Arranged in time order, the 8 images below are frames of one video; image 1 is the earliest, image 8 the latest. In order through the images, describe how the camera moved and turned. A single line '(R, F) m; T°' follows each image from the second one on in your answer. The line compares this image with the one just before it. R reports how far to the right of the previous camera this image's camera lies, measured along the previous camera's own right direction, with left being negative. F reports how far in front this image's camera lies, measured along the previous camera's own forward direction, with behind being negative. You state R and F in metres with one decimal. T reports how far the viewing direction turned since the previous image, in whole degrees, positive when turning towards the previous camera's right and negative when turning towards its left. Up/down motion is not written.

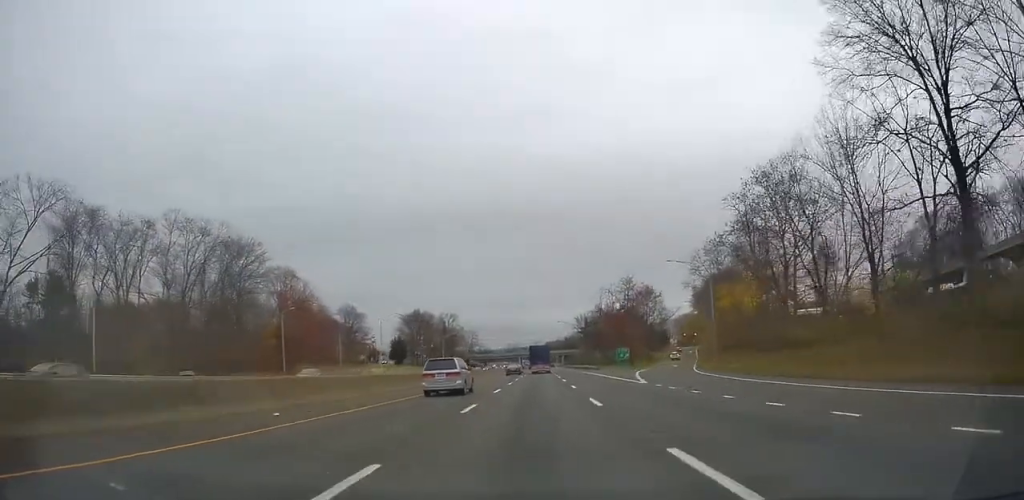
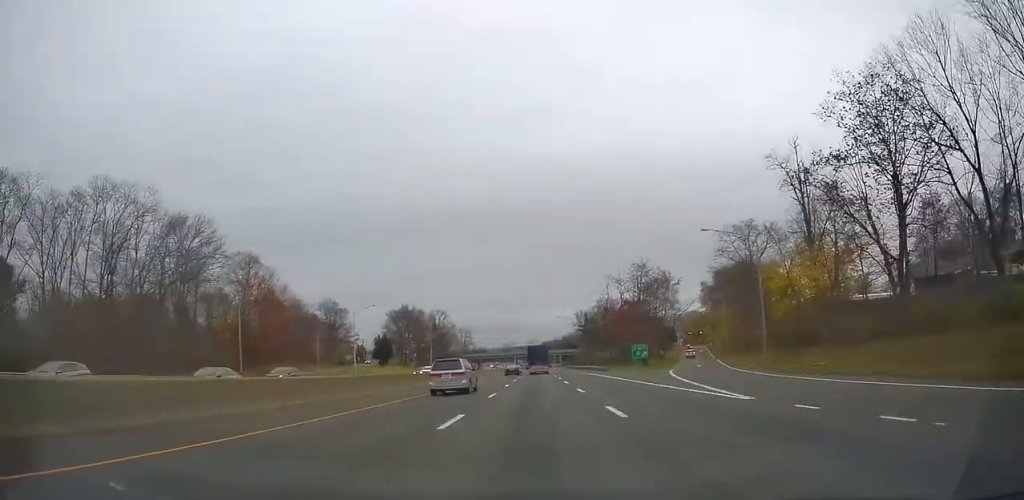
(+0.3, +16.5) m; 0°
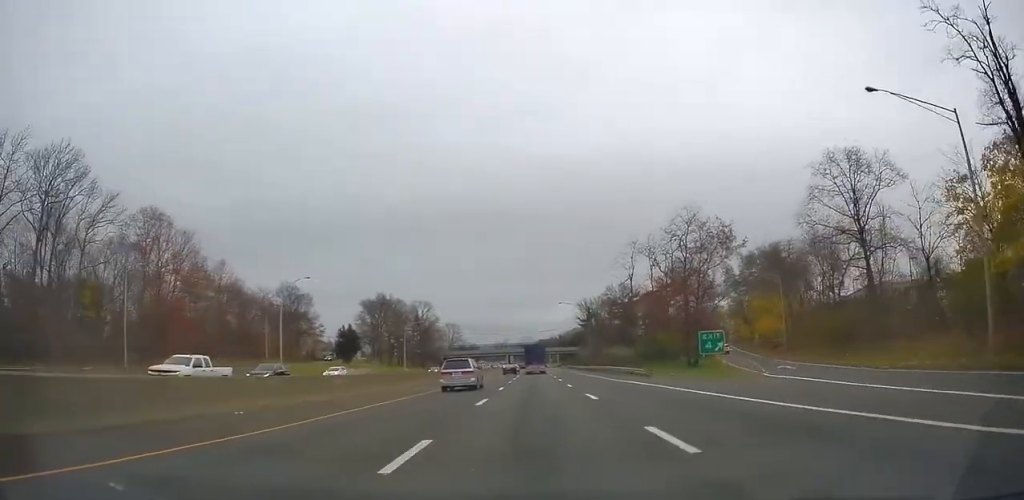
(+0.3, +30.4) m; 0°
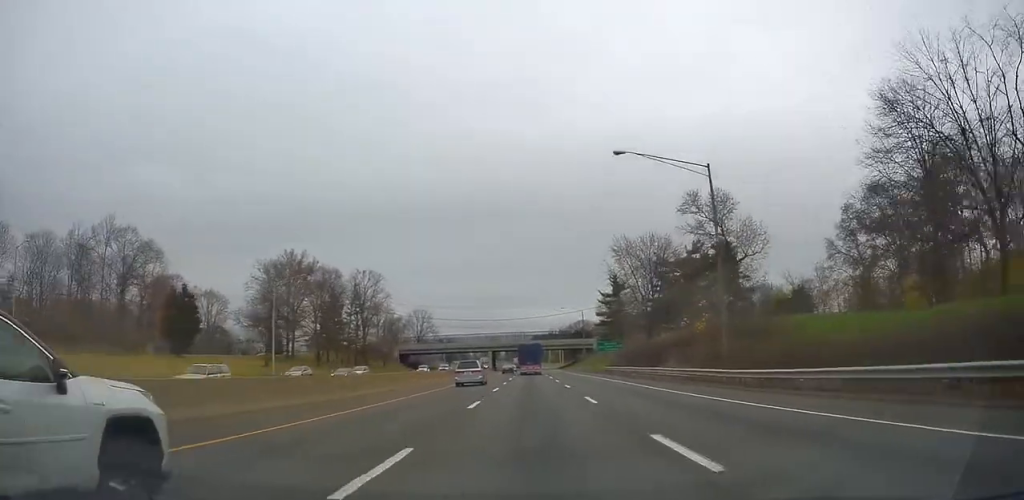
(+0.3, +76.2) m; +1°
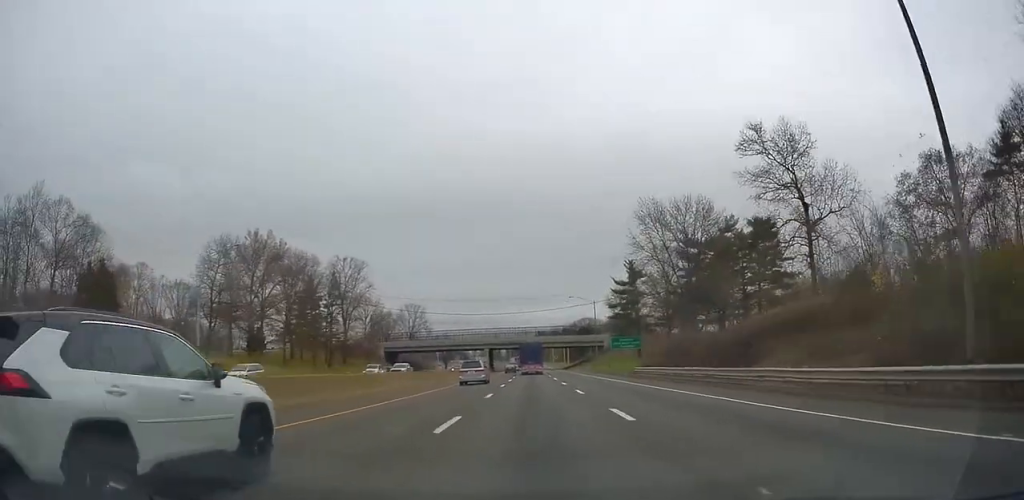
(+0.3, +18.8) m; +1°
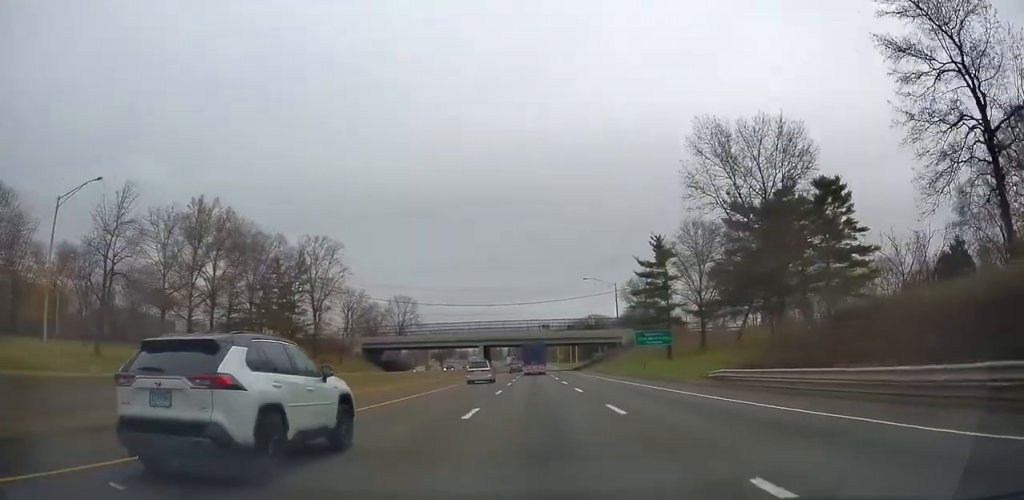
(+0.3, +22.0) m; +1°
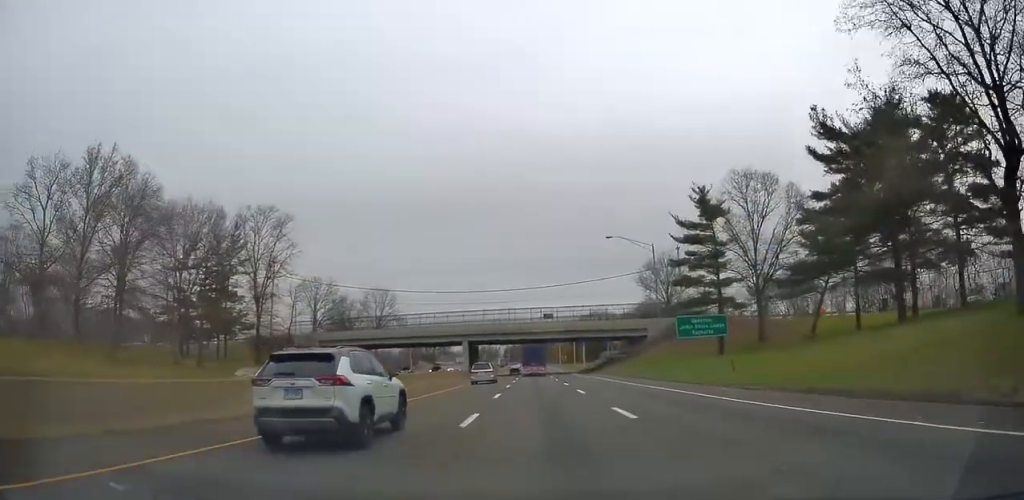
(+0.1, +25.6) m; -1°
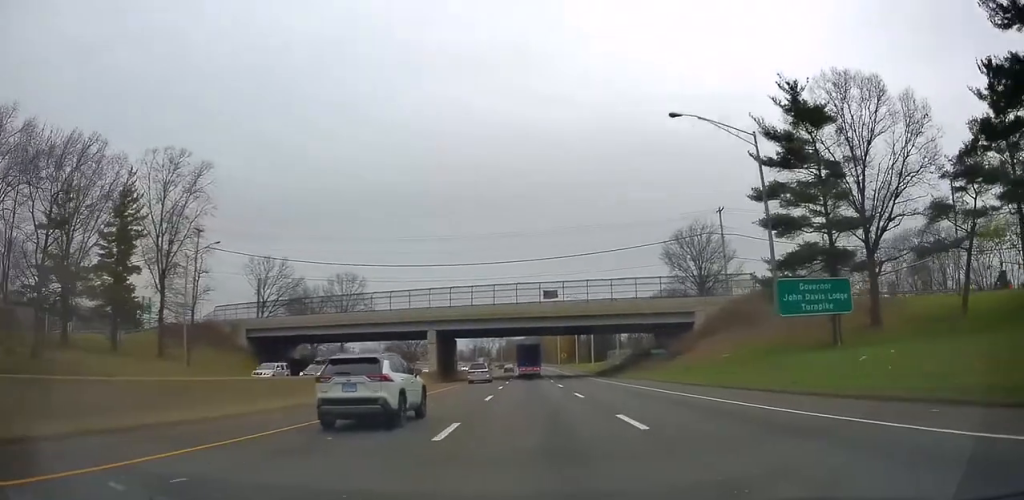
(-0.4, +26.5) m; -1°
